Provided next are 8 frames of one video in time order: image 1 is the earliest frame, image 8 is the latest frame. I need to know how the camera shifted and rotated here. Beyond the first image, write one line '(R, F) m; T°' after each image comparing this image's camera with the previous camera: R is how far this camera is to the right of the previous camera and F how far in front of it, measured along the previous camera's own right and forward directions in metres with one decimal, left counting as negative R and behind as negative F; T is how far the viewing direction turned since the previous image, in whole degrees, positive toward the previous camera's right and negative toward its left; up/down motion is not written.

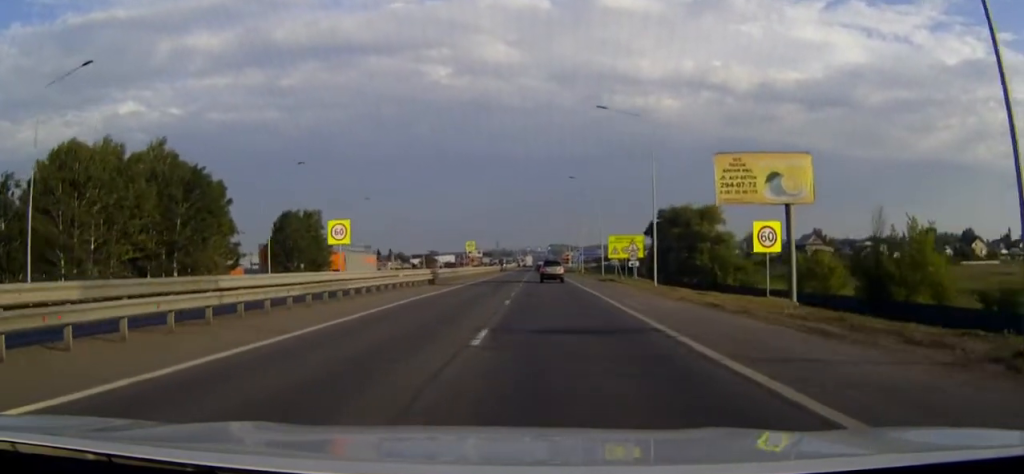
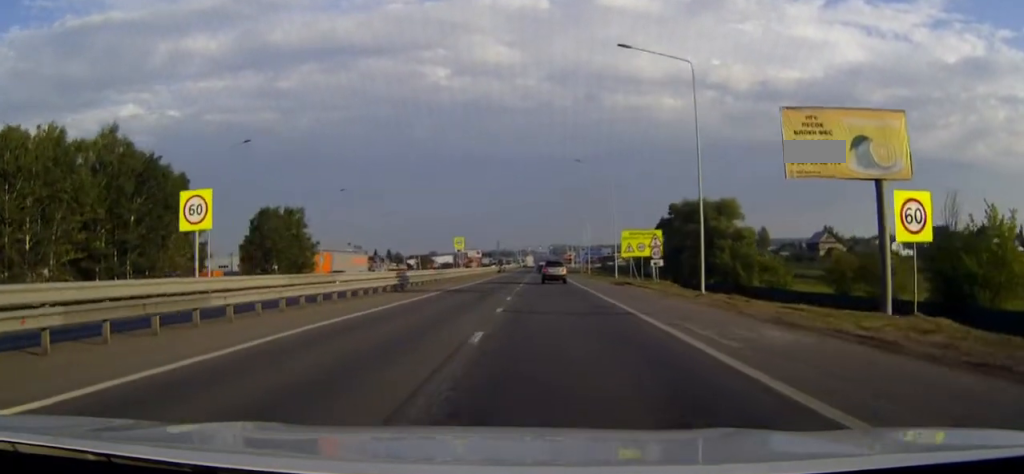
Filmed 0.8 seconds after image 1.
(0.0, +12.5) m; 0°
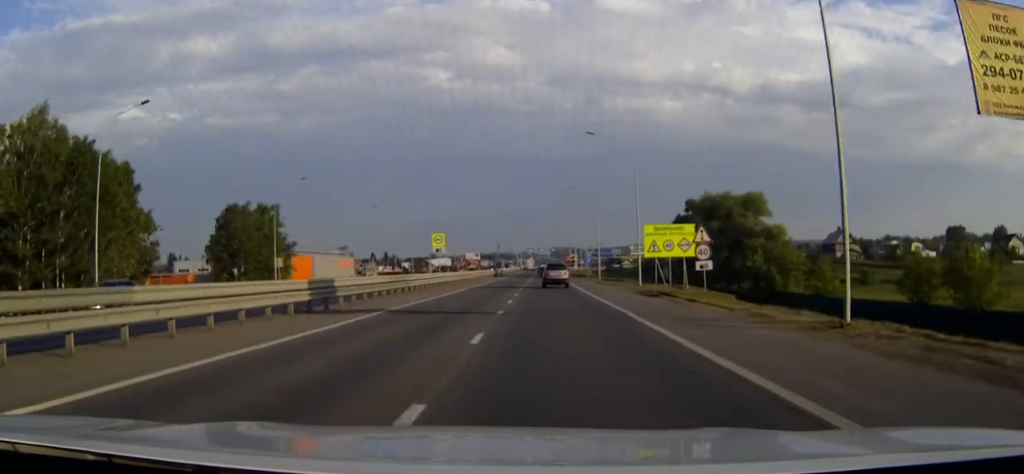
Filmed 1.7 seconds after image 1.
(0.0, +15.1) m; 0°
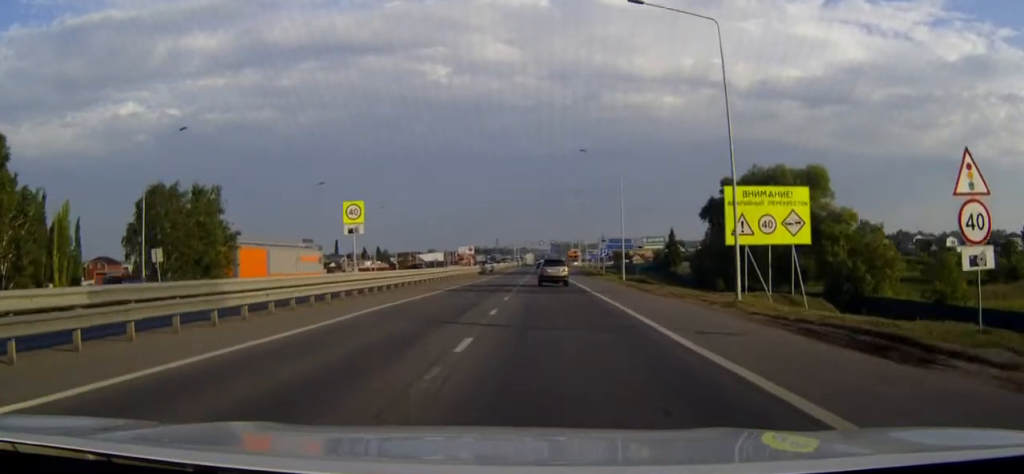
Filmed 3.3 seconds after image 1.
(0.0, +25.5) m; 0°
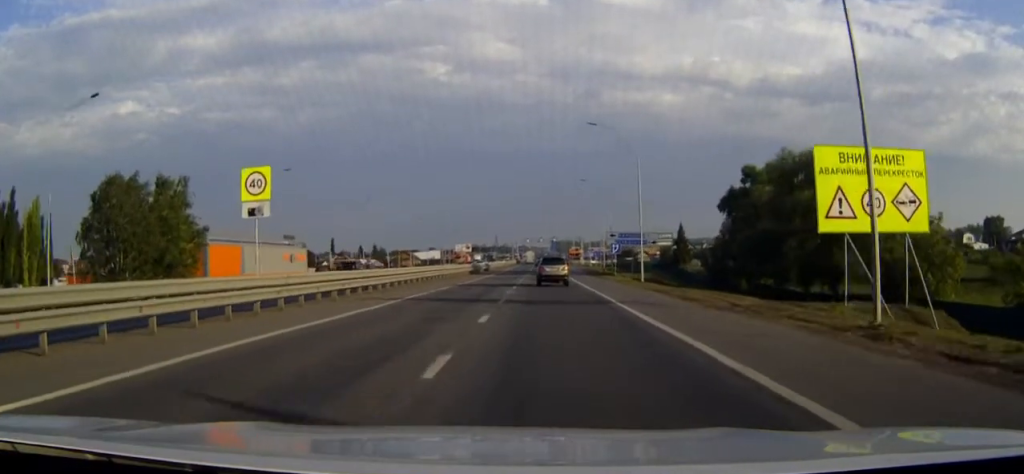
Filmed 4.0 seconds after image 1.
(0.0, +10.9) m; 0°
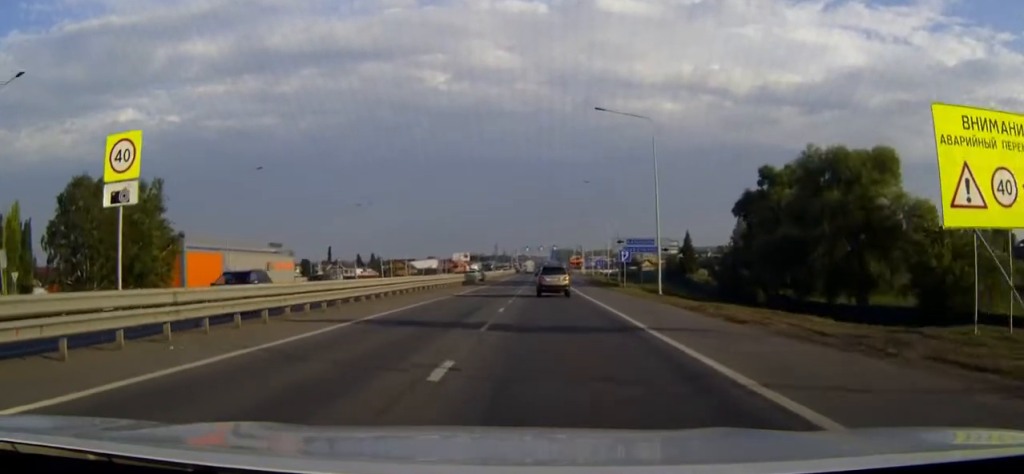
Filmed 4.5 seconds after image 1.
(0.0, +7.3) m; 0°
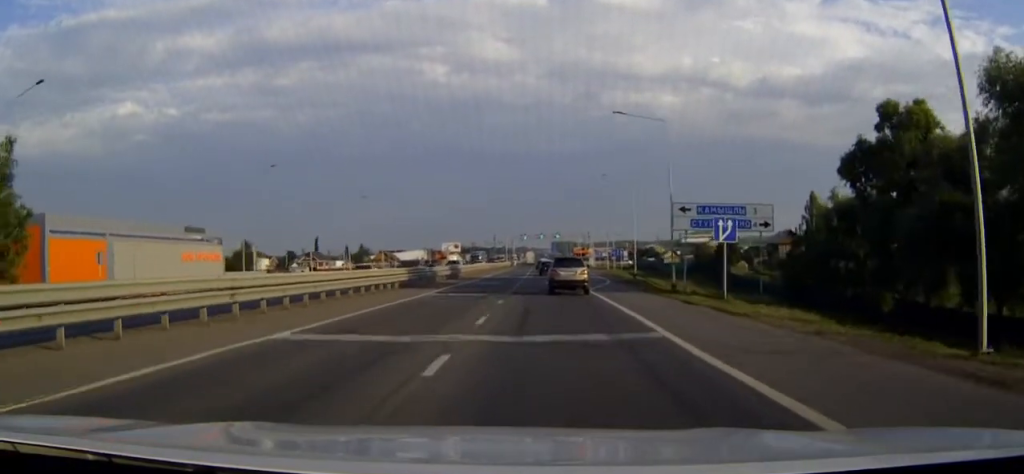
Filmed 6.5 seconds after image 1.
(0.0, +31.8) m; 0°
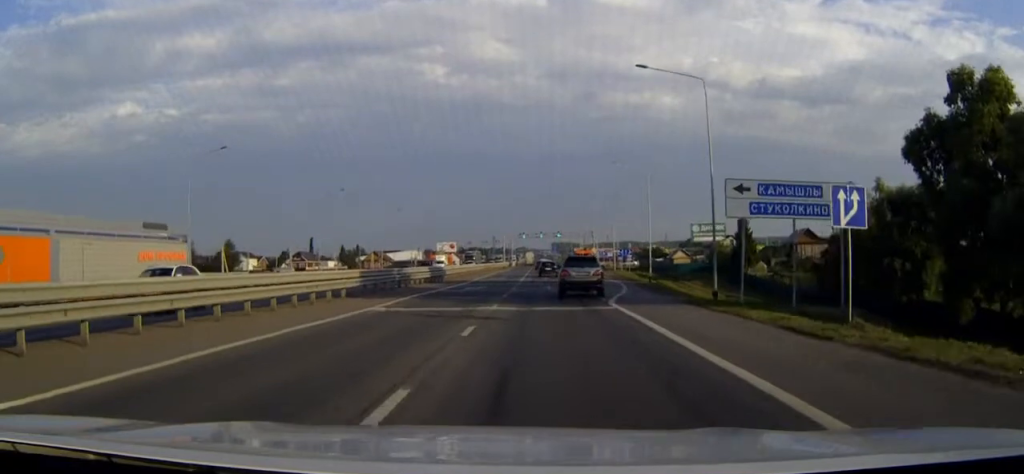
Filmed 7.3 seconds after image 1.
(0.0, +11.1) m; 0°
